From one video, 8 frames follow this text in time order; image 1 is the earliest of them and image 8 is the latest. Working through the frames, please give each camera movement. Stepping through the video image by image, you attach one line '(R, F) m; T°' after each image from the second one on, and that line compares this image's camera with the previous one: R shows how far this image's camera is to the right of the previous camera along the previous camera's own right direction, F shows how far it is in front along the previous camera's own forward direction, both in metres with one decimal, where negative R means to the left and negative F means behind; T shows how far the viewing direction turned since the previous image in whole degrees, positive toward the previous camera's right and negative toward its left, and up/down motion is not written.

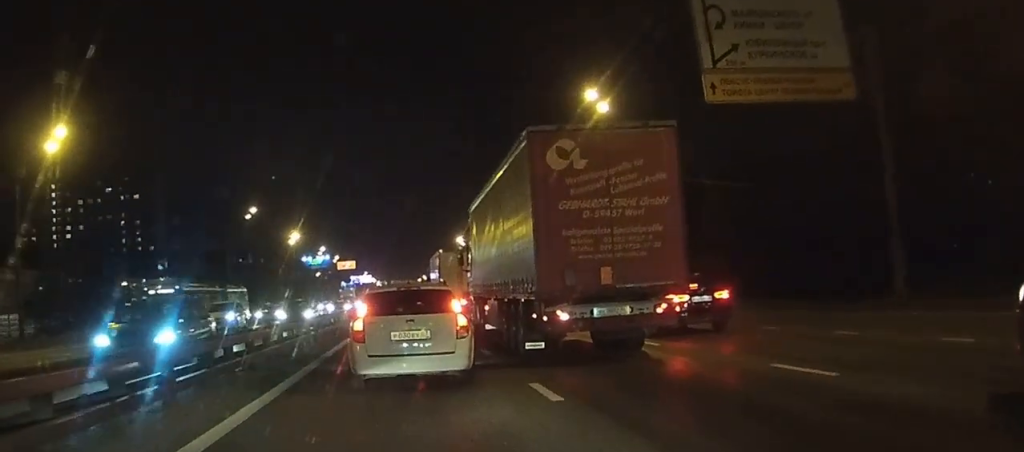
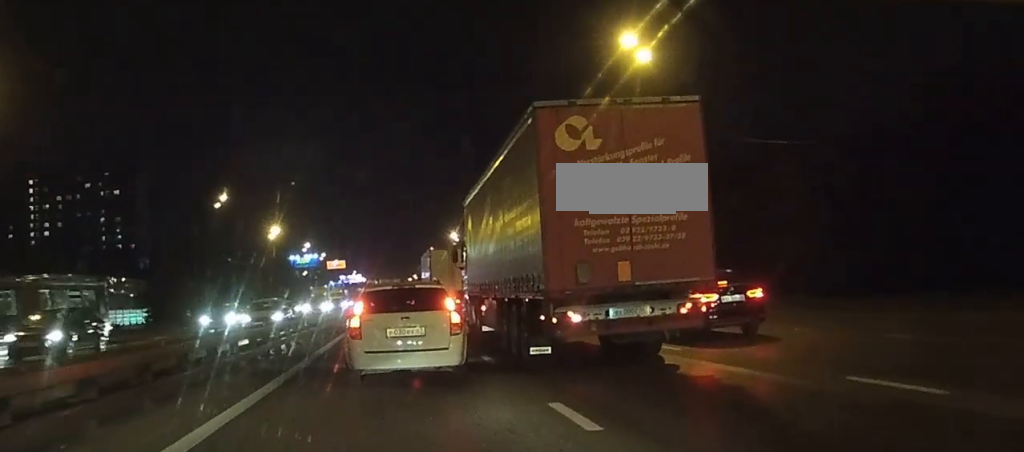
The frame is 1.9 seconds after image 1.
(-0.3, +11.2) m; -2°
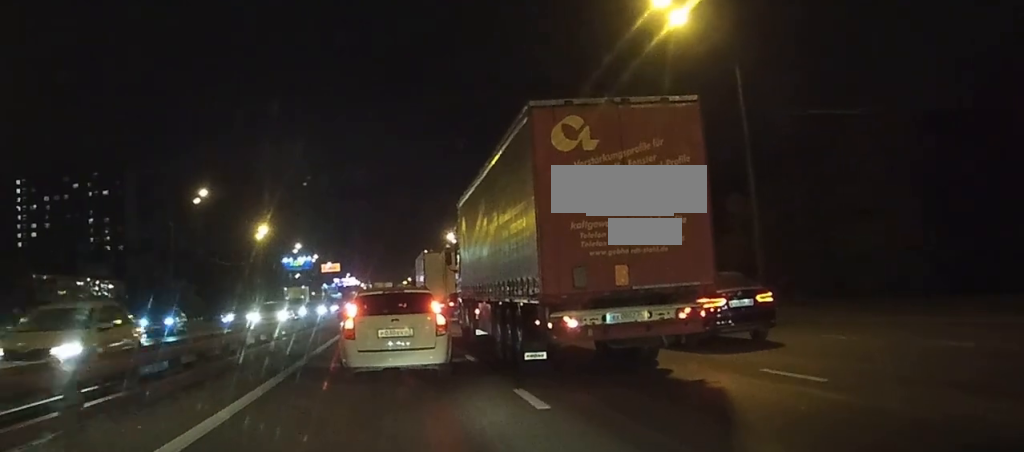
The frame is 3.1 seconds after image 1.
(0.0, +7.1) m; 0°
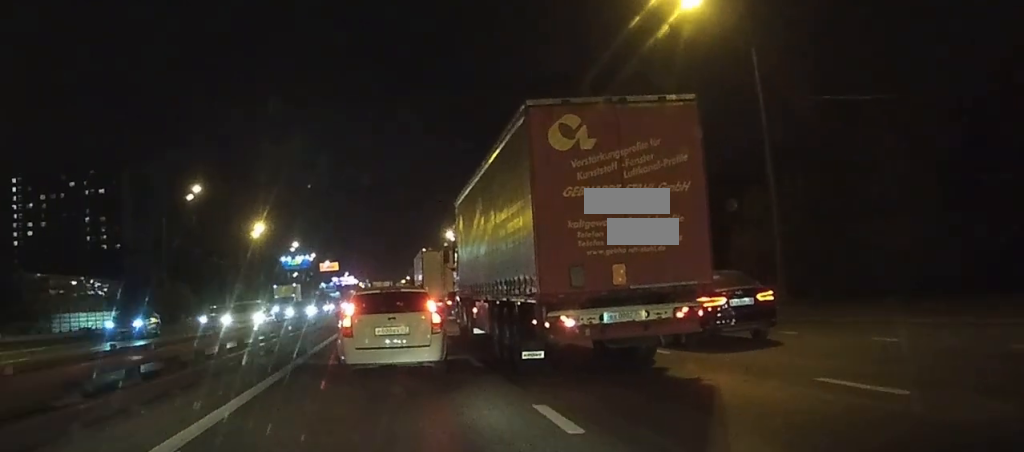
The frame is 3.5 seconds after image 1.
(0.0, +2.3) m; 0°
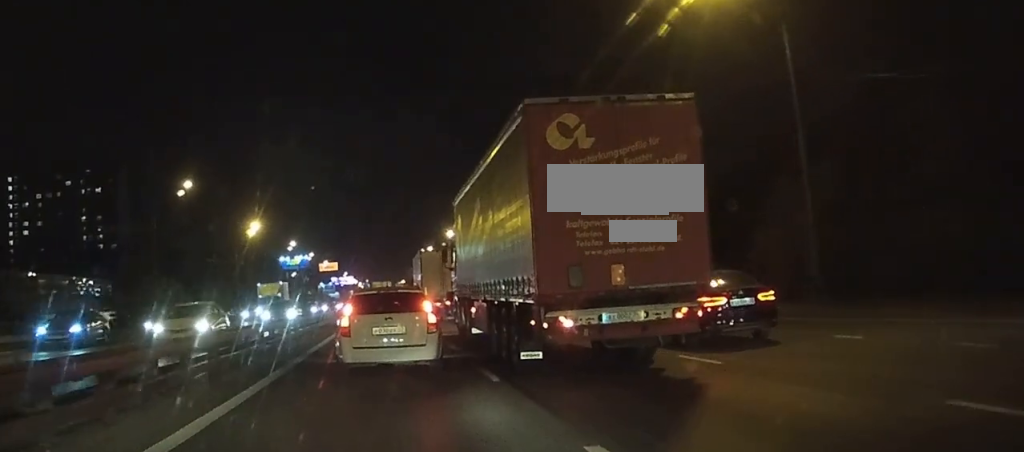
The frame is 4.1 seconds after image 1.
(0.0, +3.3) m; 0°
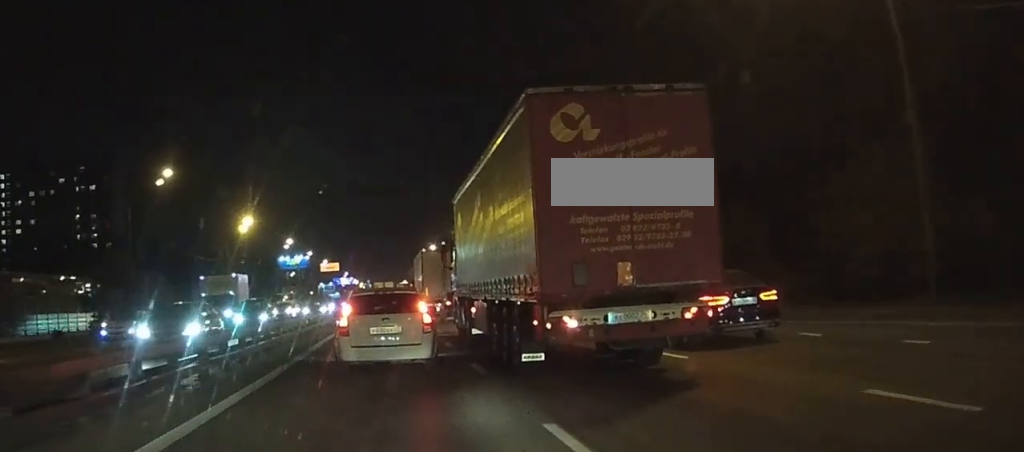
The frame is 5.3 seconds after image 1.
(0.0, +7.2) m; +1°
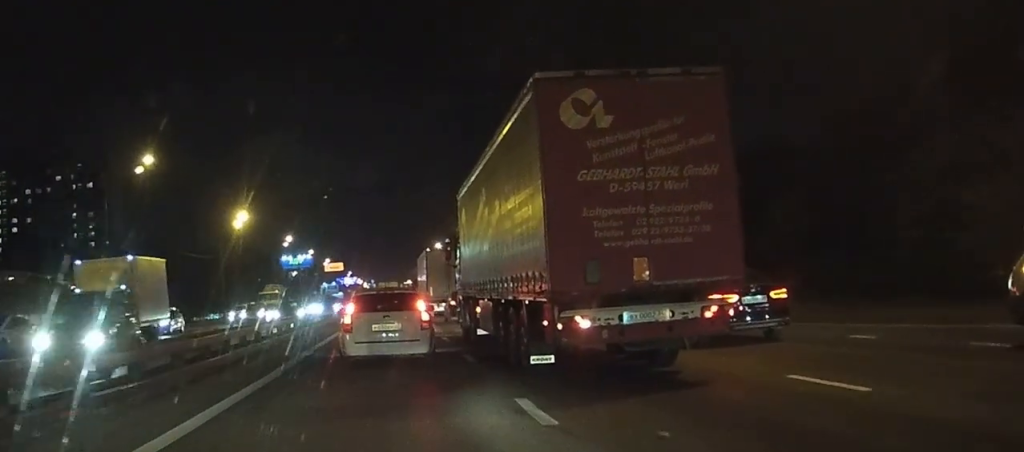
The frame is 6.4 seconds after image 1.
(0.0, +6.4) m; 0°
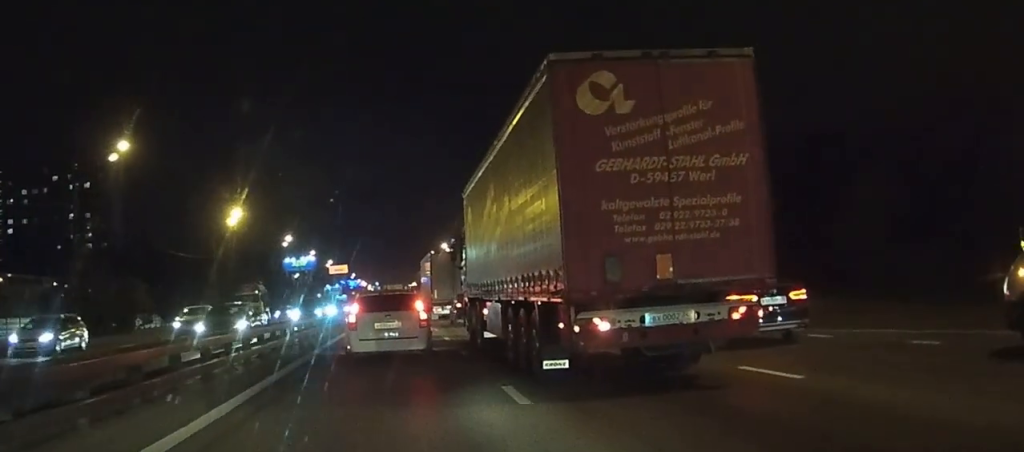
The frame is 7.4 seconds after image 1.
(0.0, +6.4) m; -1°
